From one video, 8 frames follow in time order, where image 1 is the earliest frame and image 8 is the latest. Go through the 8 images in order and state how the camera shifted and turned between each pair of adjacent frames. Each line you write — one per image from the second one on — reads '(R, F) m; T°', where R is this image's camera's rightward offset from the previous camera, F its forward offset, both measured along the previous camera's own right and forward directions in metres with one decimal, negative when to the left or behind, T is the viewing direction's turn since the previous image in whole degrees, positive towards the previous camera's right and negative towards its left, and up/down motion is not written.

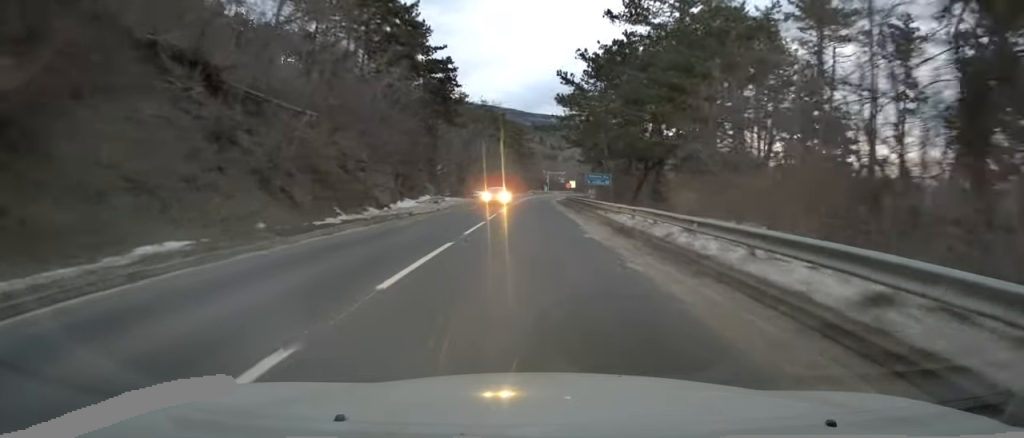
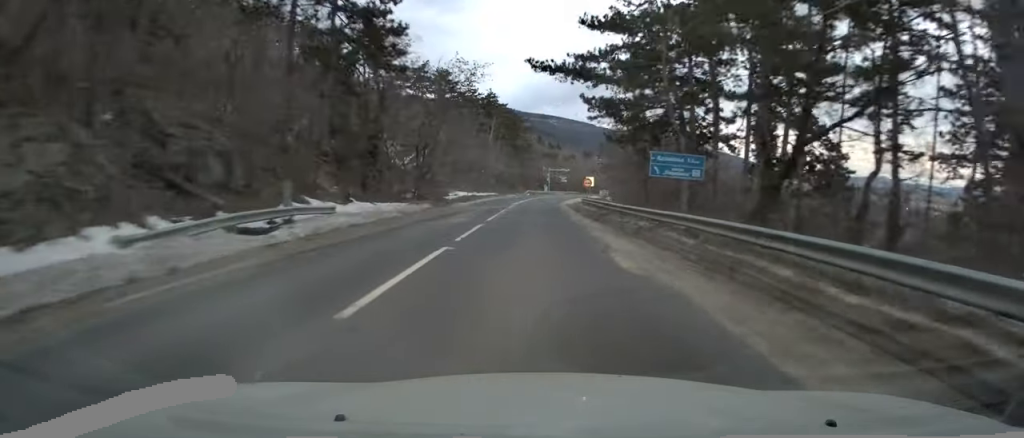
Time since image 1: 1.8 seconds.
(-0.2, +27.4) m; 0°
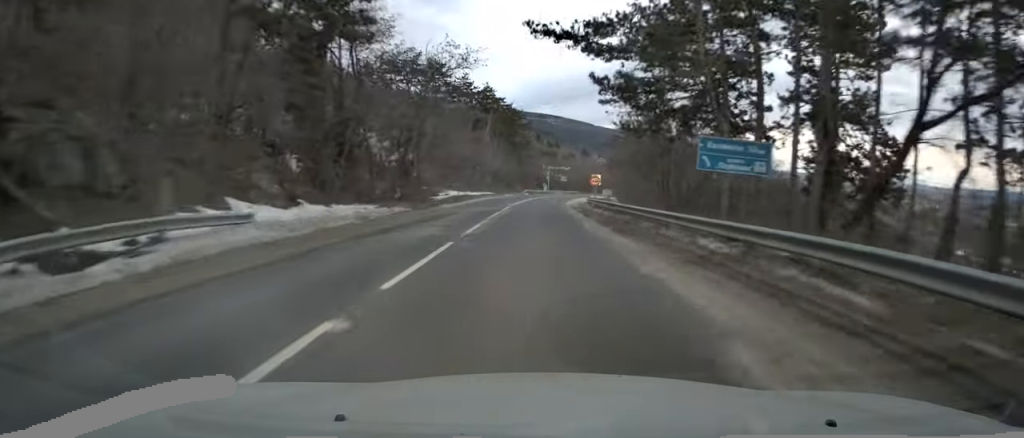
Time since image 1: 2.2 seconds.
(+0.1, +6.8) m; 0°
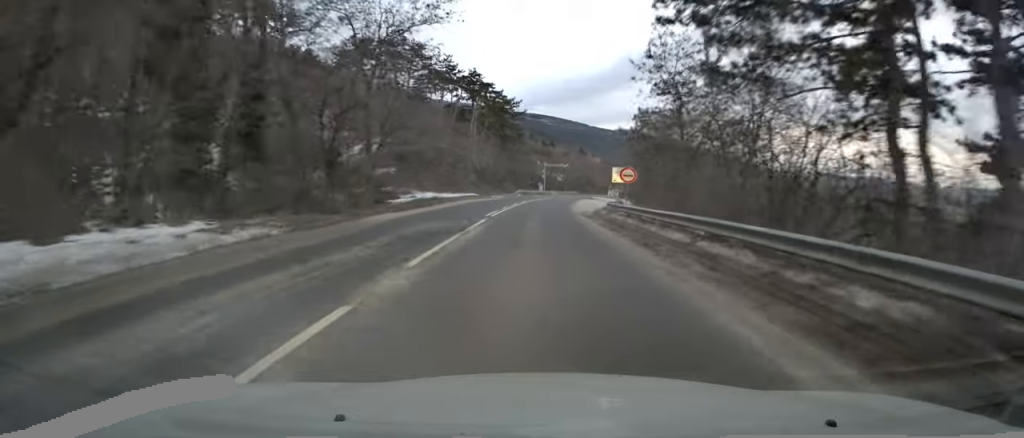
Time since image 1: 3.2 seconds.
(-0.4, +15.6) m; 0°
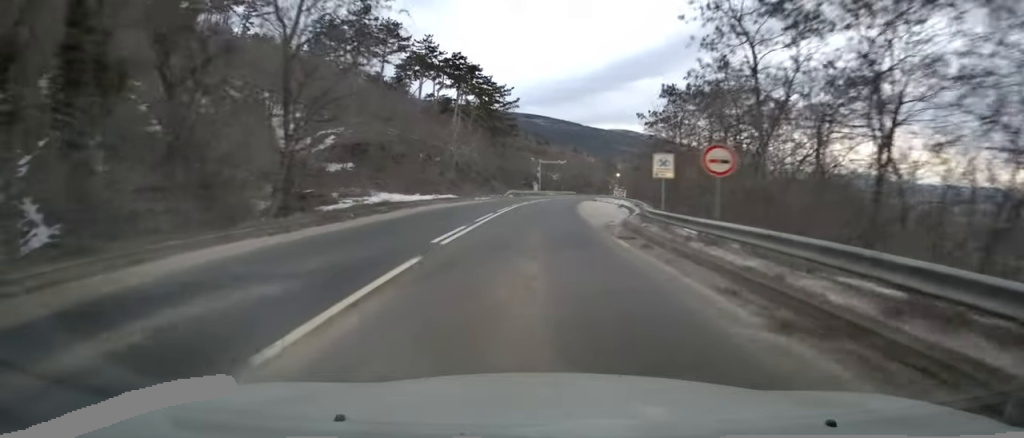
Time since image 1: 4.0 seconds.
(+0.4, +13.1) m; +1°
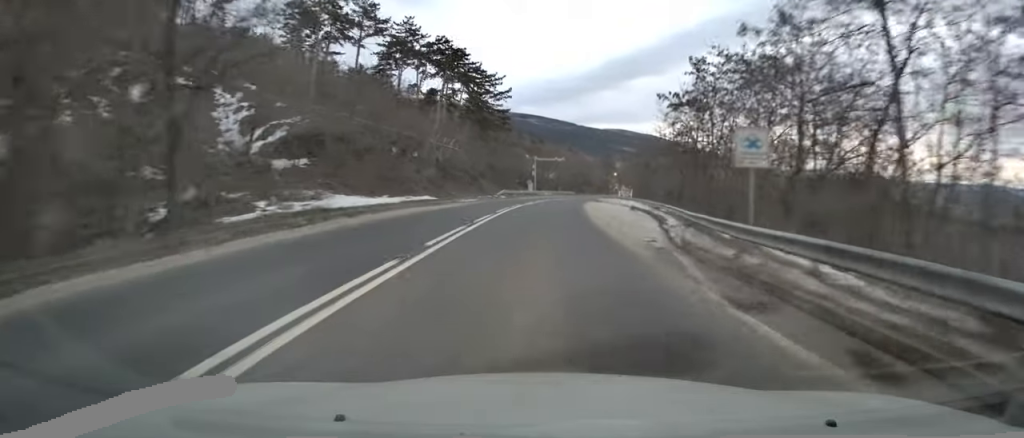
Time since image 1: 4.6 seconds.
(0.0, +9.4) m; 0°
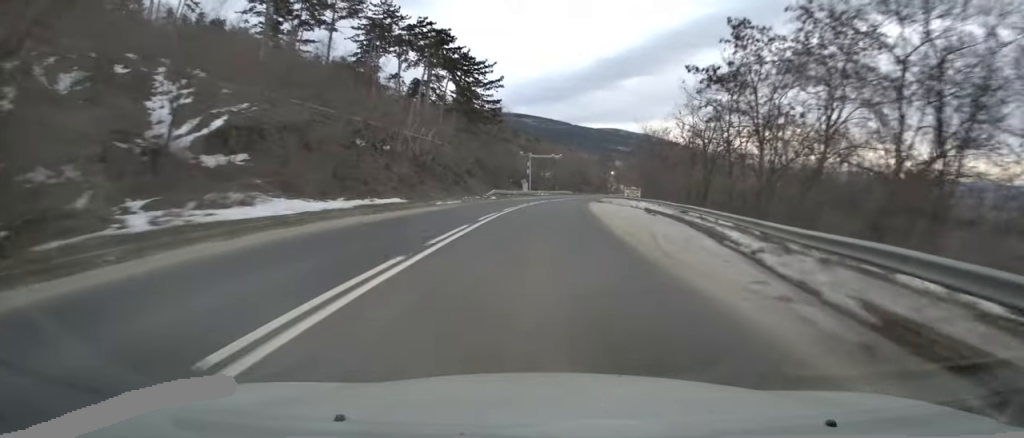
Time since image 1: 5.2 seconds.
(0.0, +8.3) m; 0°
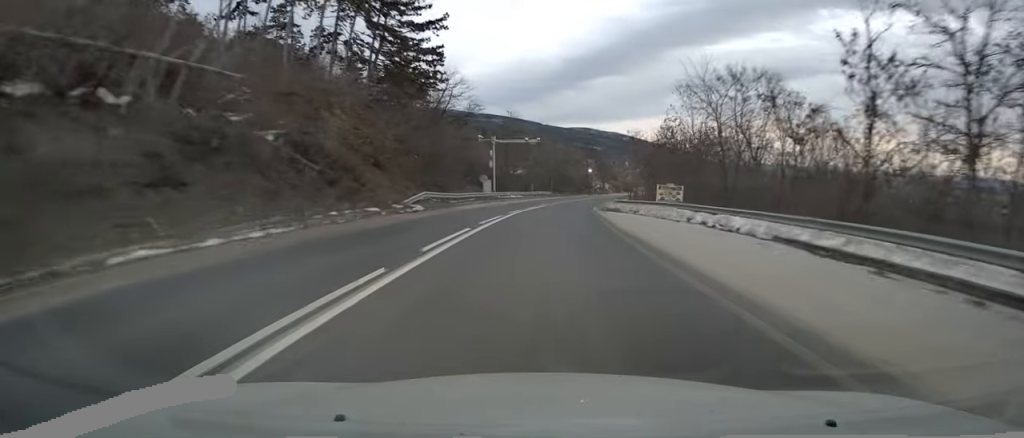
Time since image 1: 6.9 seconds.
(+0.7, +27.6) m; +2°
